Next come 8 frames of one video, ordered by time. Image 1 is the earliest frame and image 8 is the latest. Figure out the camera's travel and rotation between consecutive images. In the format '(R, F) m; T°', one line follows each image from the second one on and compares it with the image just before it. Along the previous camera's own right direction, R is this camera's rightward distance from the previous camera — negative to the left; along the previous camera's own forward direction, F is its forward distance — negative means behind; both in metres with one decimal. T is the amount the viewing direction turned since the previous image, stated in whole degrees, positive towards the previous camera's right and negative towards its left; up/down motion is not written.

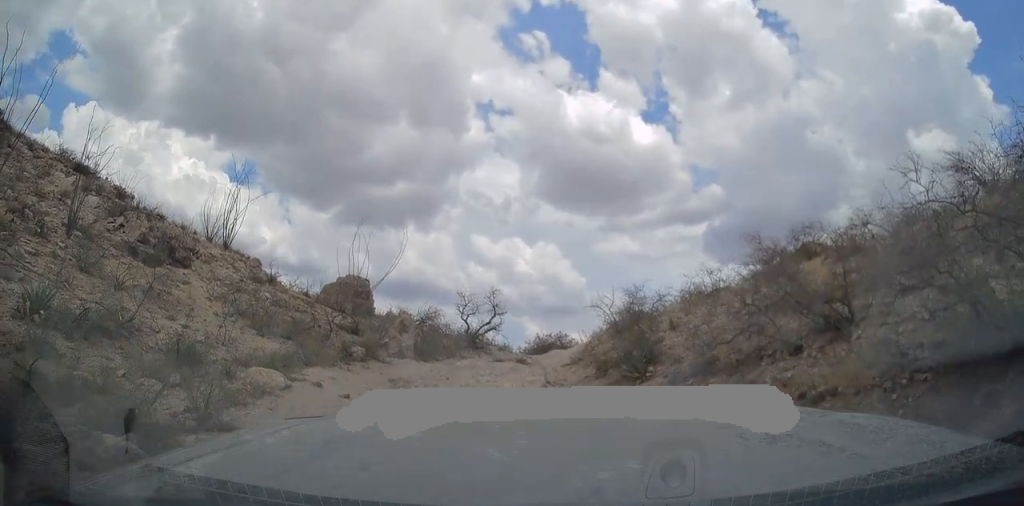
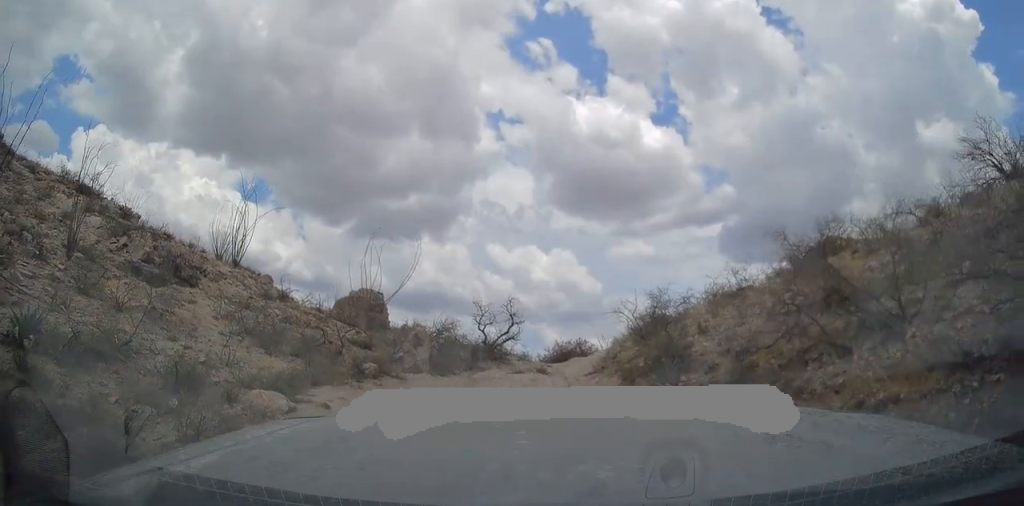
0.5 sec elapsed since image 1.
(-0.1, +0.2) m; 0°
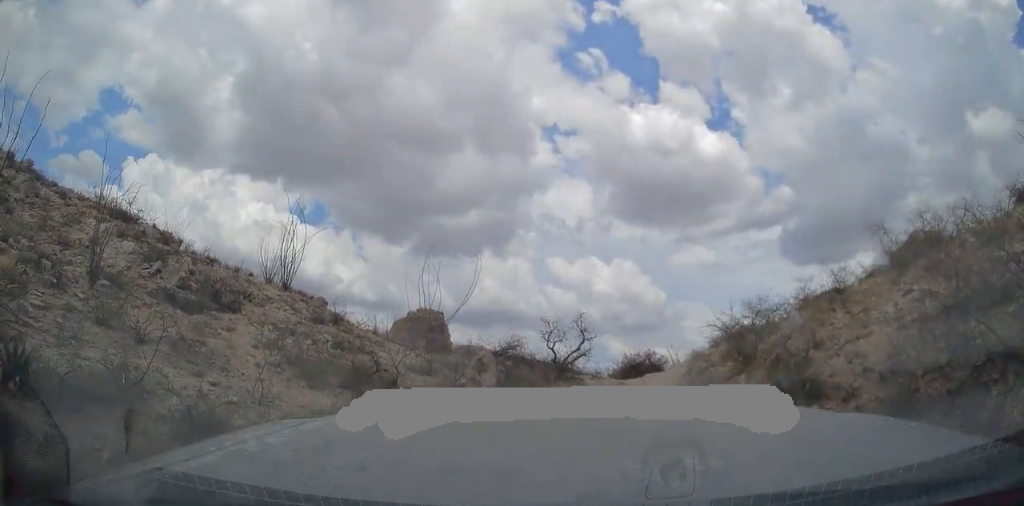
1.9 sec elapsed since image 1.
(-0.3, +0.9) m; 0°
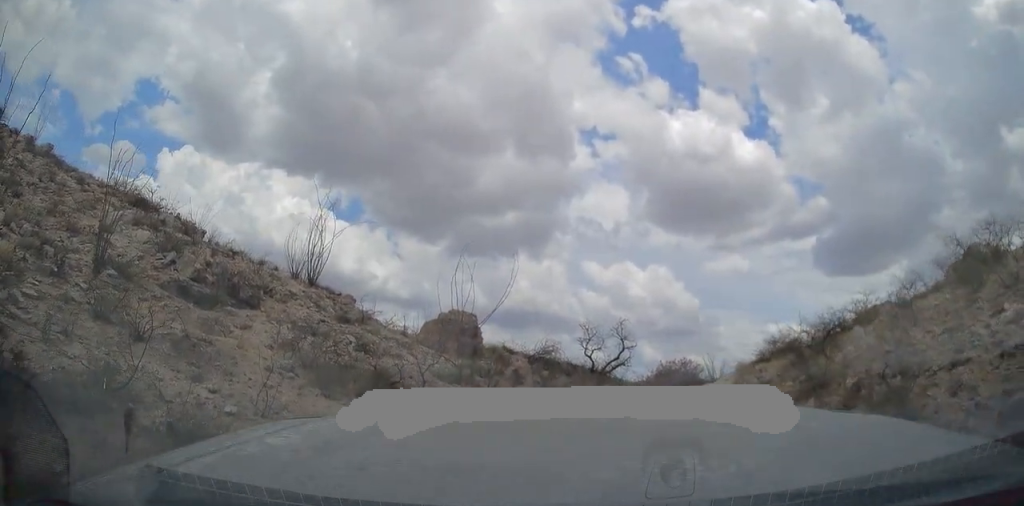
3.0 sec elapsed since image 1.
(0.0, +0.7) m; 0°
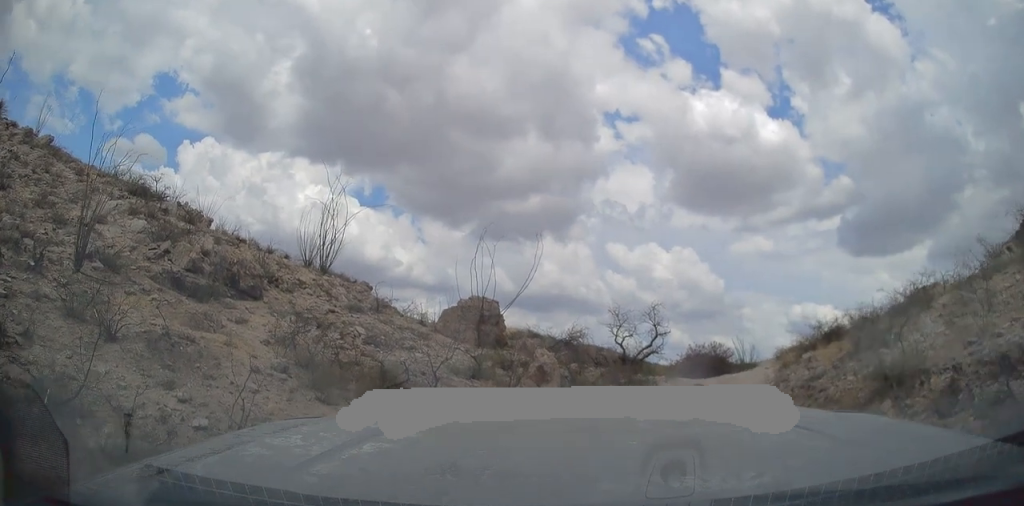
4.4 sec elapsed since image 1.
(+0.1, +1.1) m; 0°
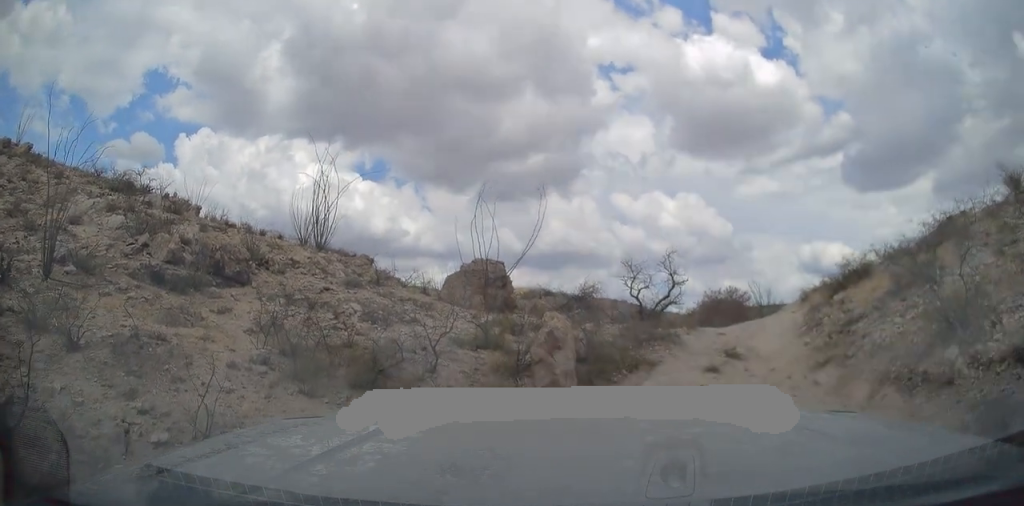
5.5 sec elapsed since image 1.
(-0.1, +0.9) m; 0°
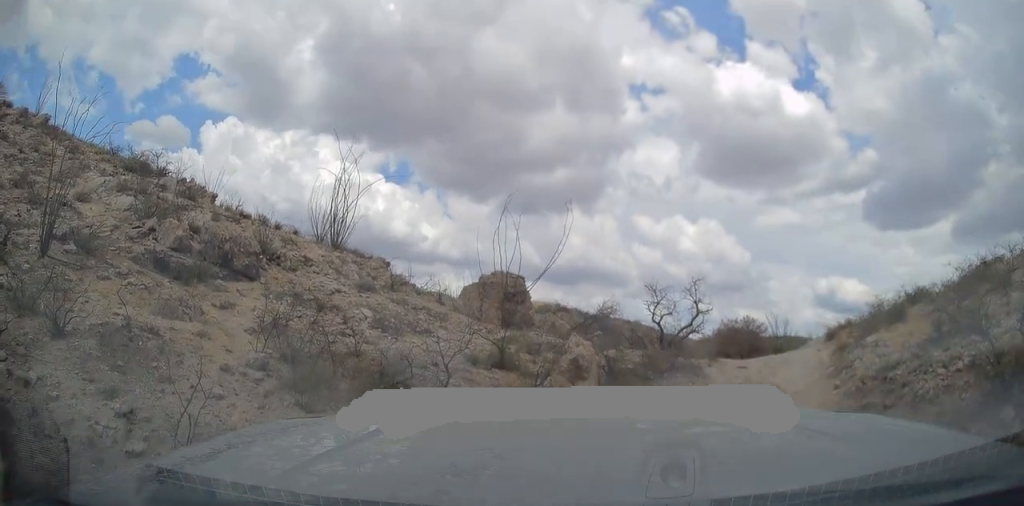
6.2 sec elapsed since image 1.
(-0.1, +0.6) m; 0°
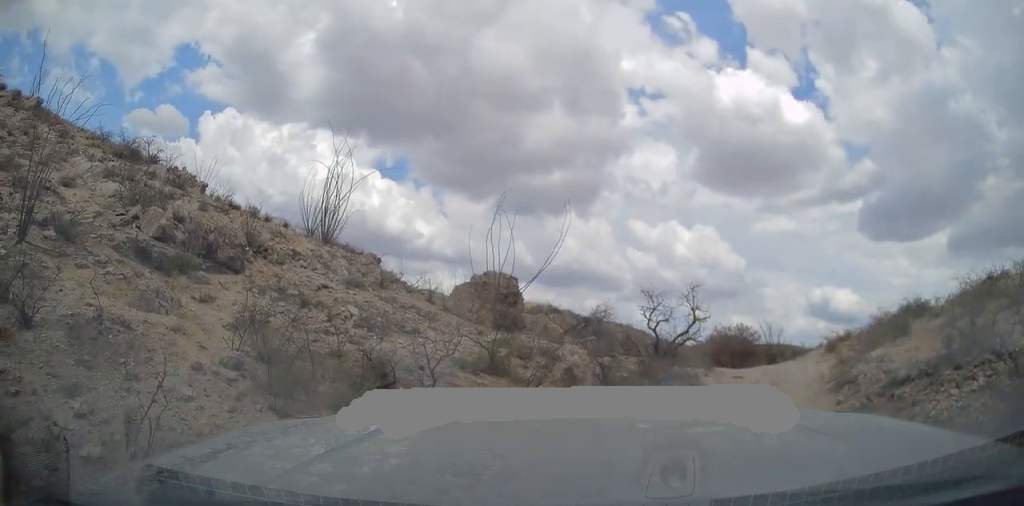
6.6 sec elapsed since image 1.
(-0.2, +0.3) m; 0°
